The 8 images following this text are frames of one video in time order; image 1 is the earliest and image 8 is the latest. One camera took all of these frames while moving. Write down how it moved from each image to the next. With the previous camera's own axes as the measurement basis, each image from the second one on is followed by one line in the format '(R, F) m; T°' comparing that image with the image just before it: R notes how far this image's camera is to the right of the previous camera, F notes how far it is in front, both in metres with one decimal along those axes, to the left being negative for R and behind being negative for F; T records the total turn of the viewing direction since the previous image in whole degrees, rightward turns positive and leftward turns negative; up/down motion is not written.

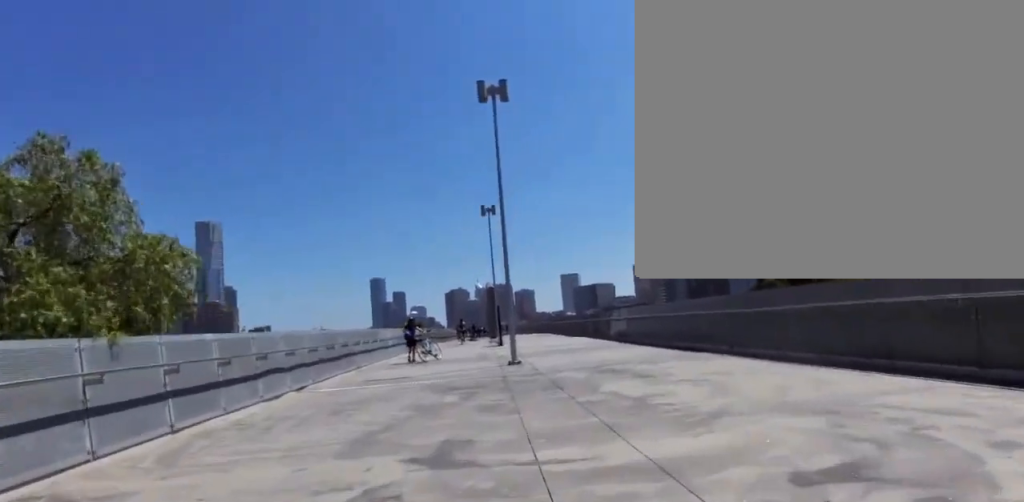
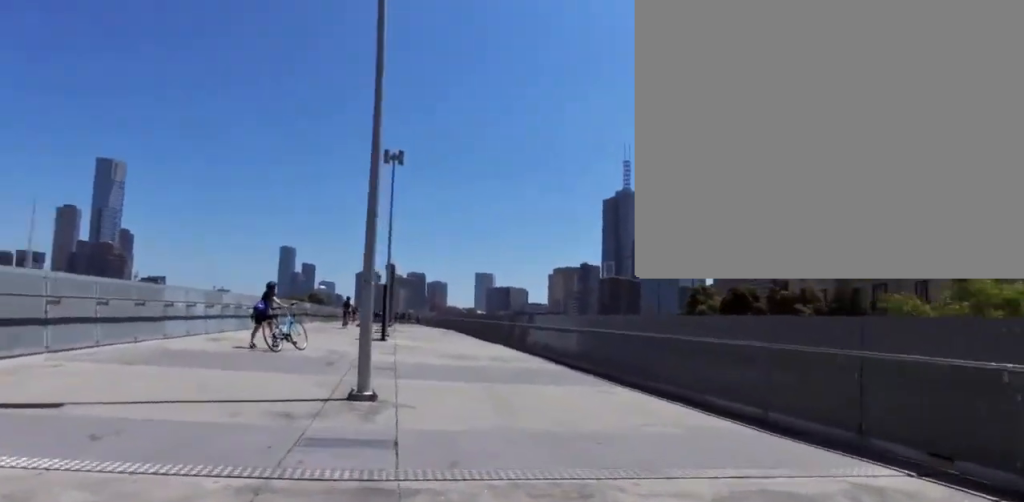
(+0.4, +7.9) m; +10°
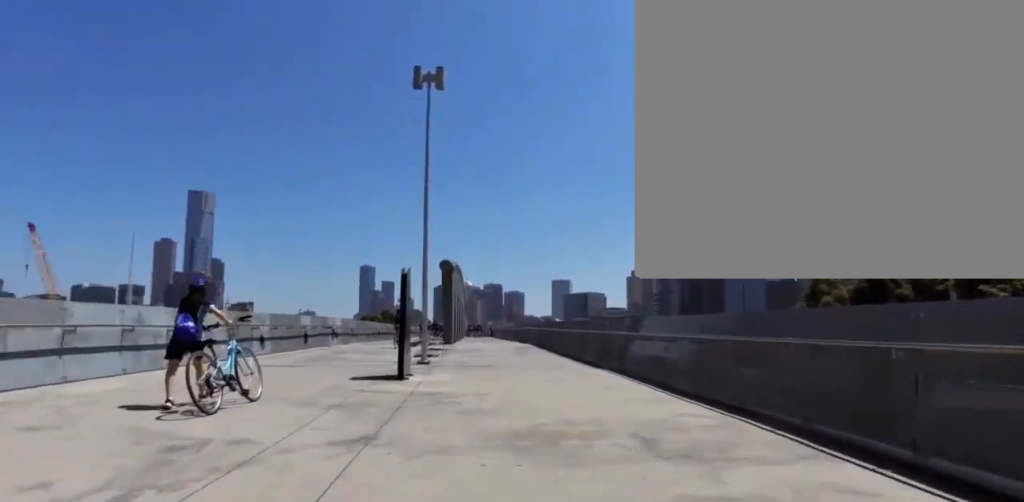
(+0.3, +9.1) m; -6°
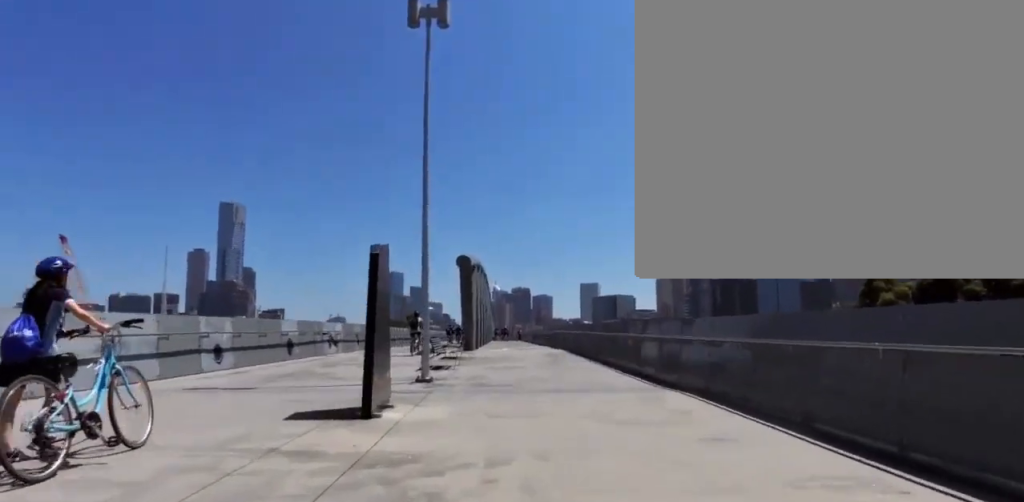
(-0.5, +4.1) m; -7°
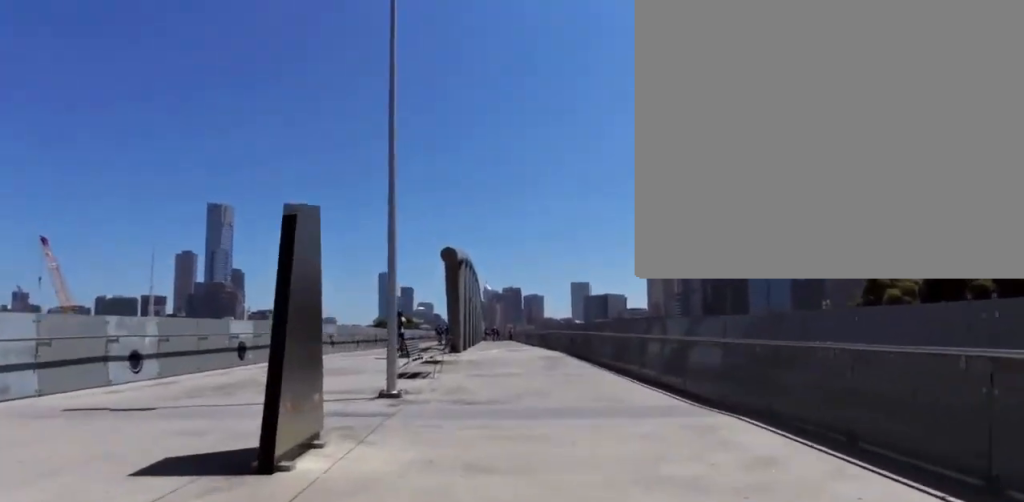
(0.0, +2.6) m; 0°
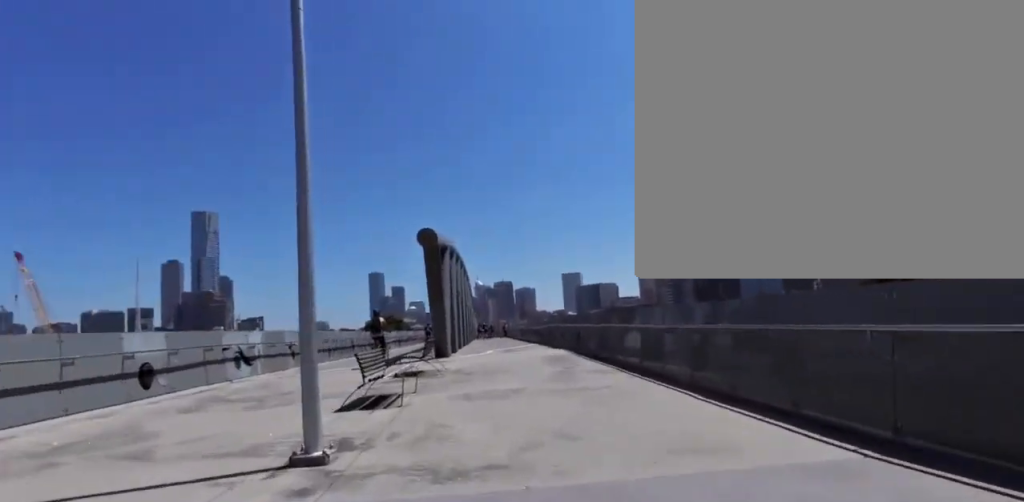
(0.0, +3.8) m; 0°
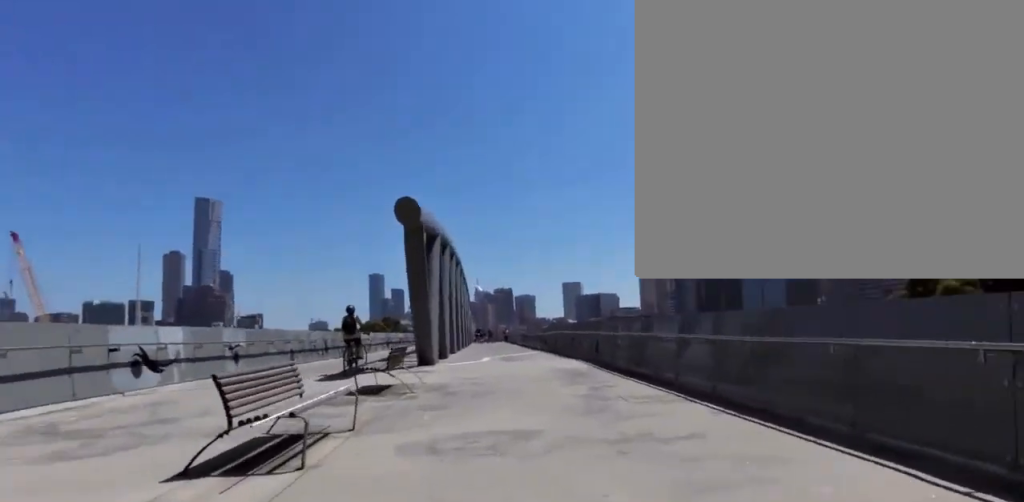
(0.0, +4.2) m; -3°
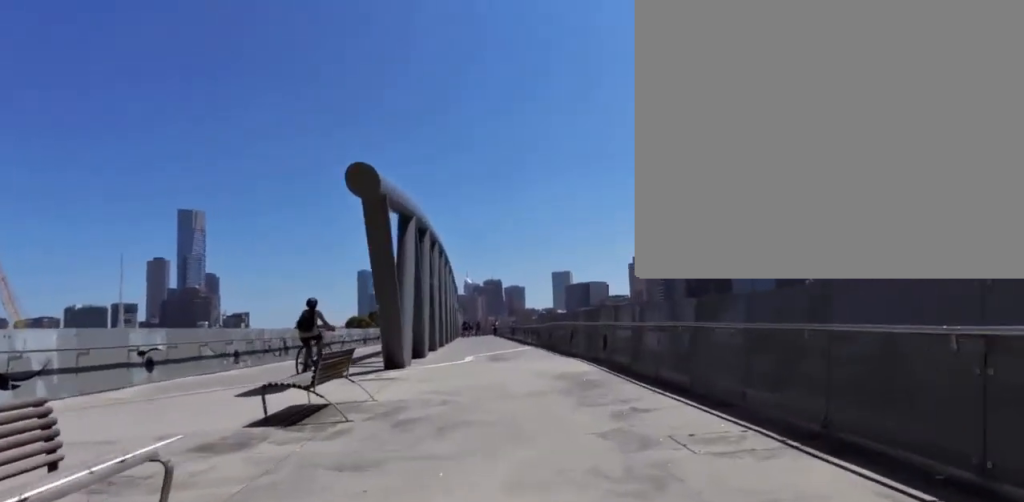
(0.0, +3.1) m; -2°
